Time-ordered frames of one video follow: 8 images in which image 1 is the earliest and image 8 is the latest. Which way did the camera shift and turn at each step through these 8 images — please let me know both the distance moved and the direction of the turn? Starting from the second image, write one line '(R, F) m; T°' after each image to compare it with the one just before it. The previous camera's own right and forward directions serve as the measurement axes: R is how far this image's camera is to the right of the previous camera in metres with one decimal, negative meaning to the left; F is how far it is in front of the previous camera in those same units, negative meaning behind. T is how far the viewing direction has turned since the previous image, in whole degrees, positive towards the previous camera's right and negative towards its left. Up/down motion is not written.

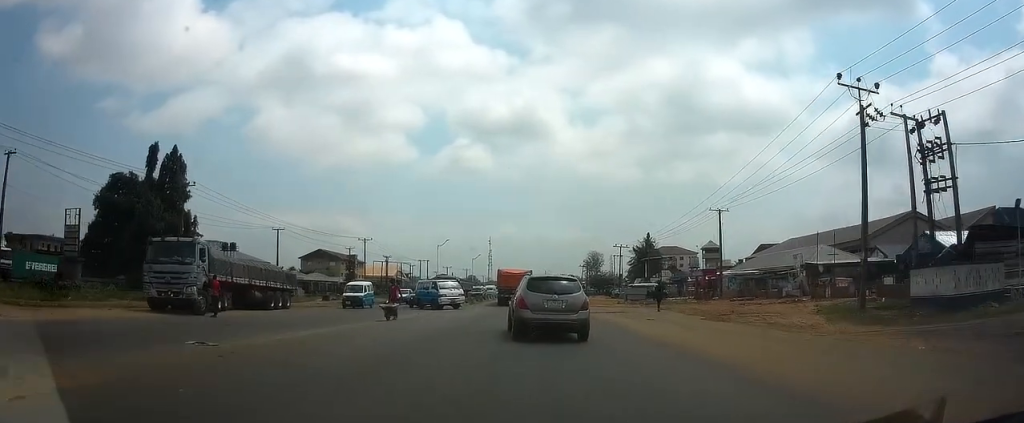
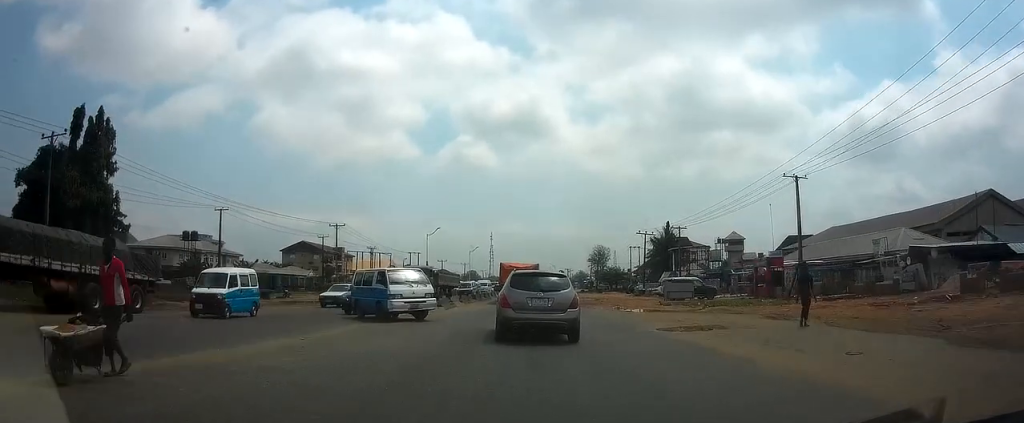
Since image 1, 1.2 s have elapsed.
(0.0, +15.7) m; 0°
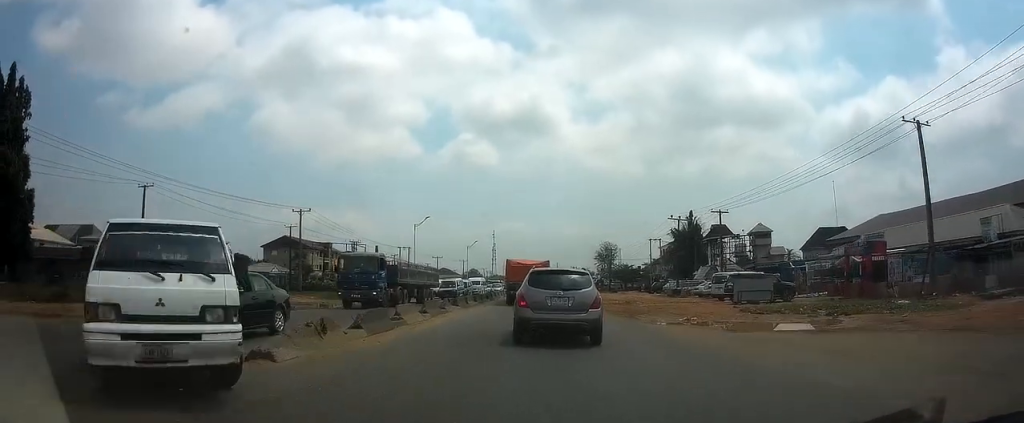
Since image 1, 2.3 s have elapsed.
(-0.1, +14.5) m; 0°
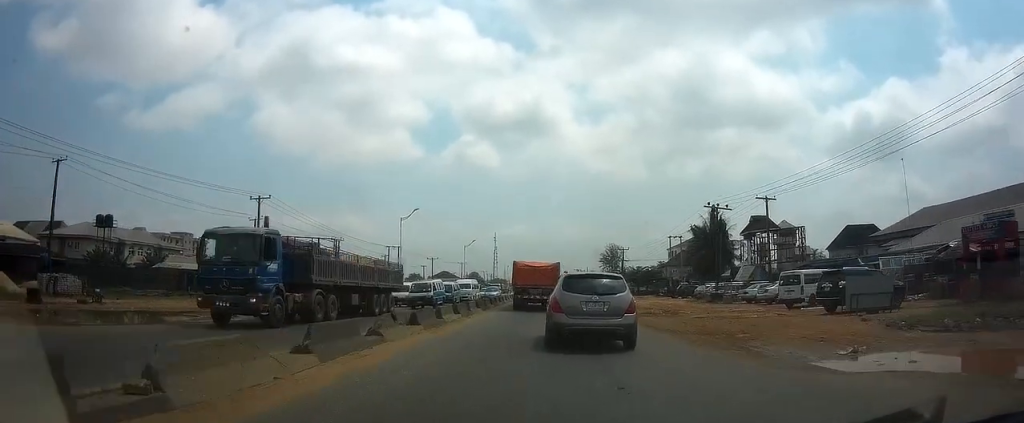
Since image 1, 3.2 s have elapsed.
(0.0, +11.2) m; +1°
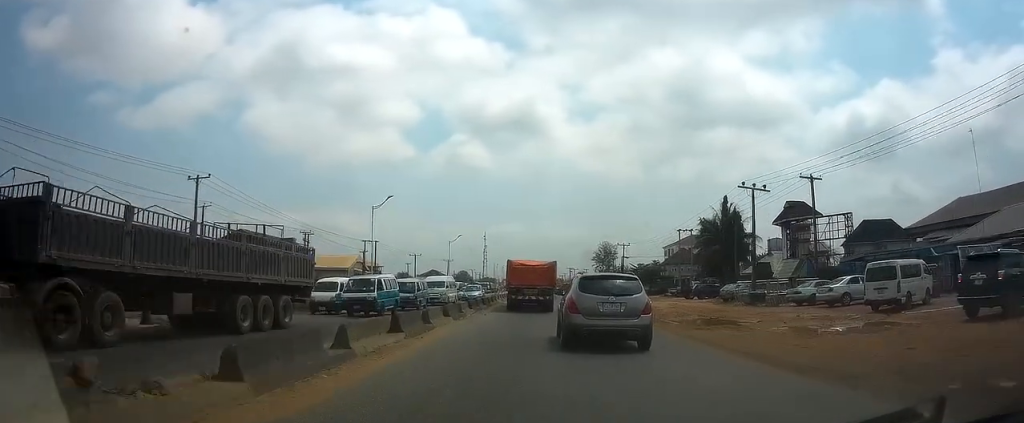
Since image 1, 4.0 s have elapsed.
(+0.1, +9.9) m; +1°
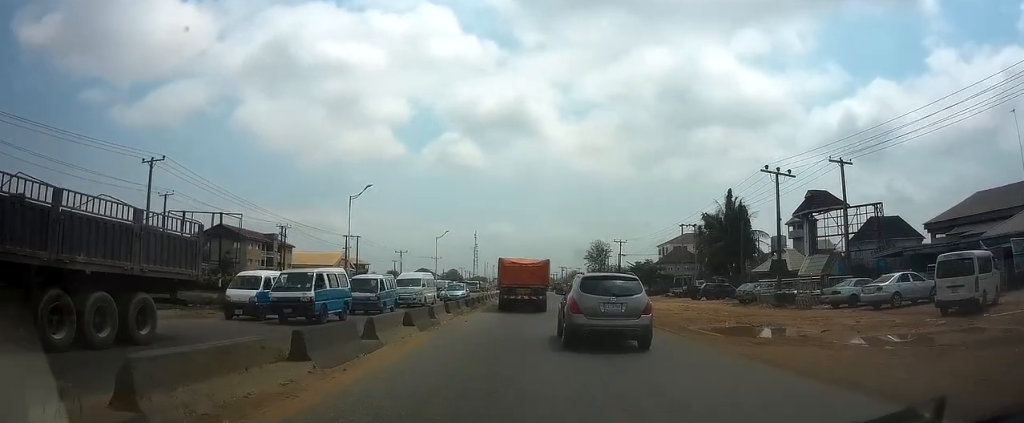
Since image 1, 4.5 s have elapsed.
(0.0, +5.5) m; +1°
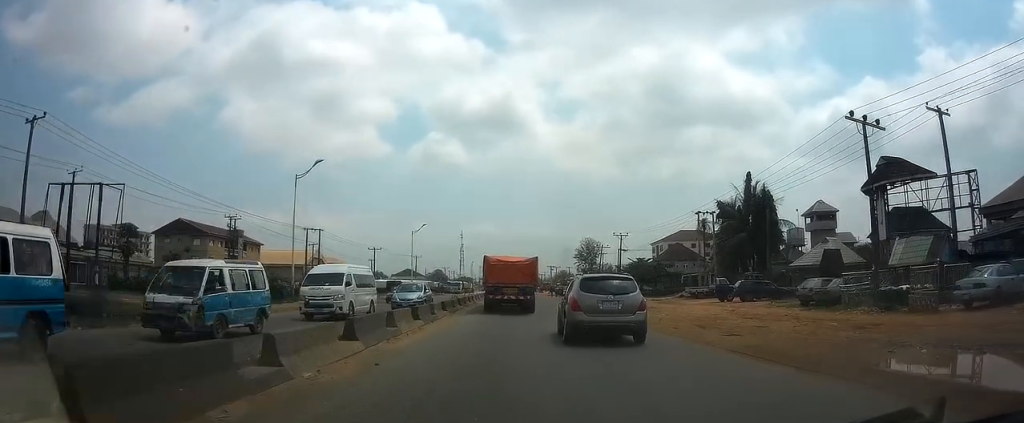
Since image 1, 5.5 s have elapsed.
(+0.1, +11.4) m; +1°
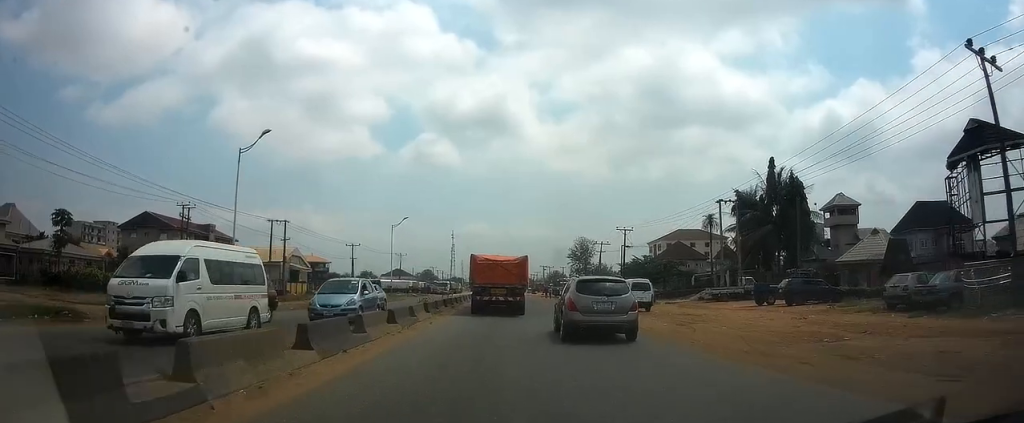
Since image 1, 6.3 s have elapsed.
(+0.1, +8.9) m; +1°
